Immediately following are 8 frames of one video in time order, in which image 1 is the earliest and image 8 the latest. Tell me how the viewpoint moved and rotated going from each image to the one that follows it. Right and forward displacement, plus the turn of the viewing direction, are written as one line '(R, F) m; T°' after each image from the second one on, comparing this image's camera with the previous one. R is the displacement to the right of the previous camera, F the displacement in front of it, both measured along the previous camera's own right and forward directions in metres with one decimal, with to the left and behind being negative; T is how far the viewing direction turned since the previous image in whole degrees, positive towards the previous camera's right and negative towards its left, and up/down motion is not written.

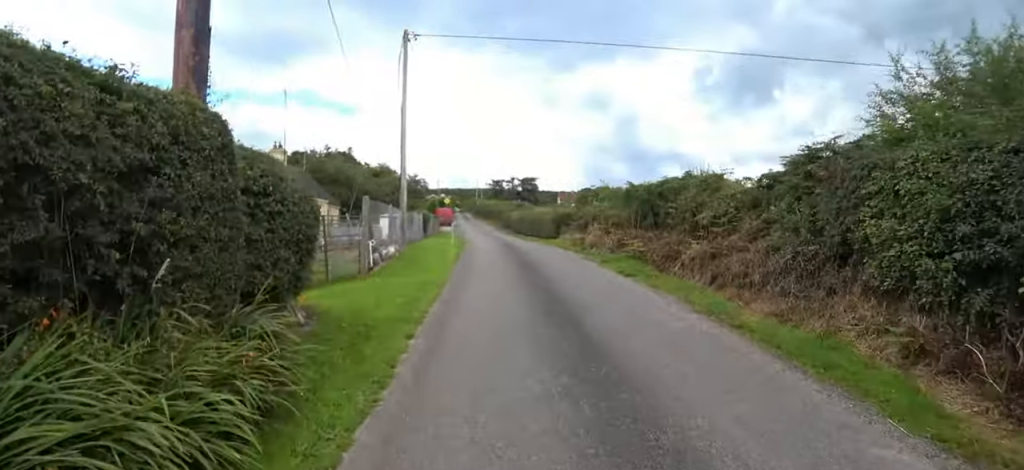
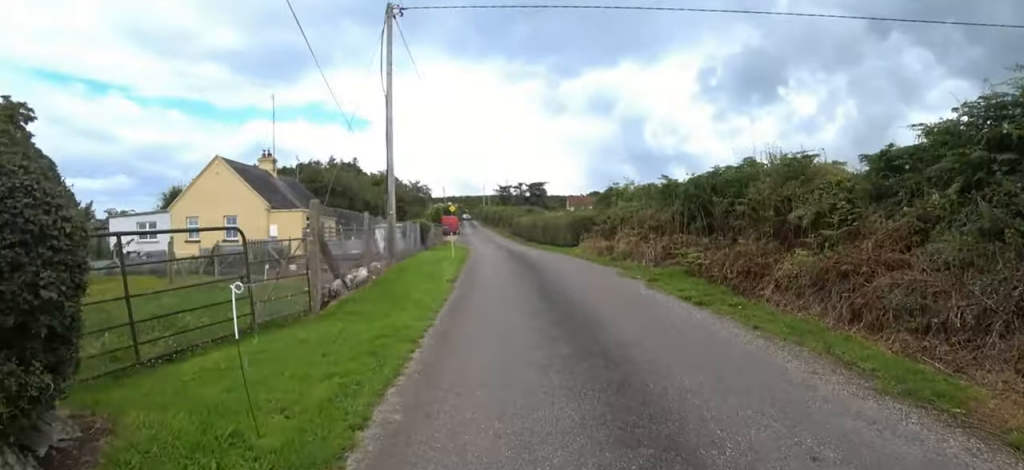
(0.0, +2.8) m; 0°
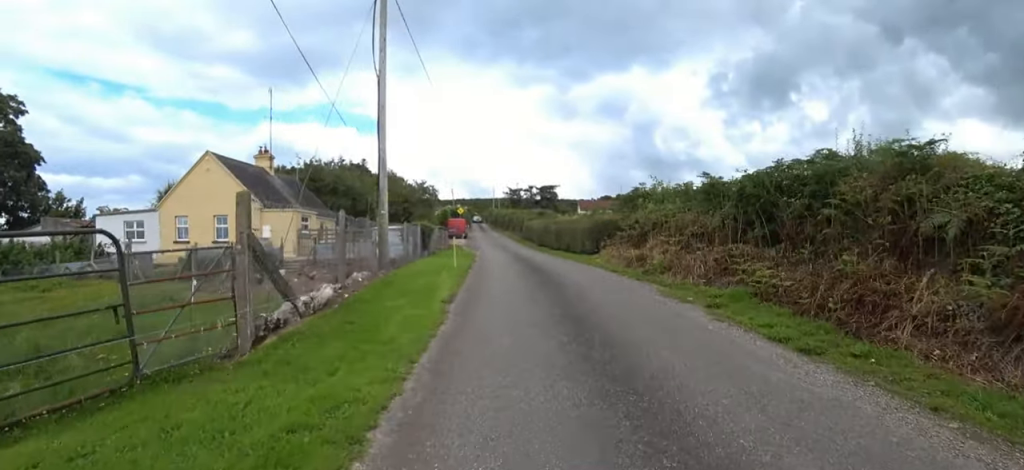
(0.0, +2.1) m; 0°
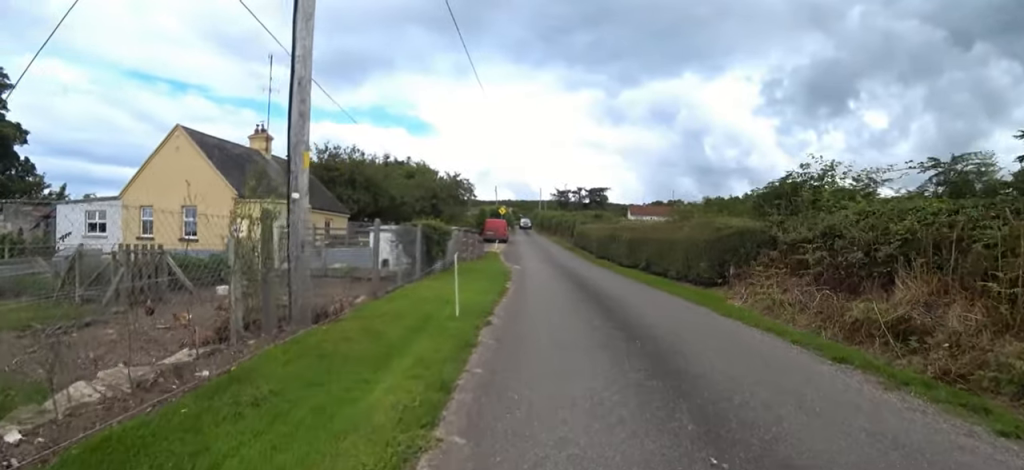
(0.0, +7.1) m; 0°
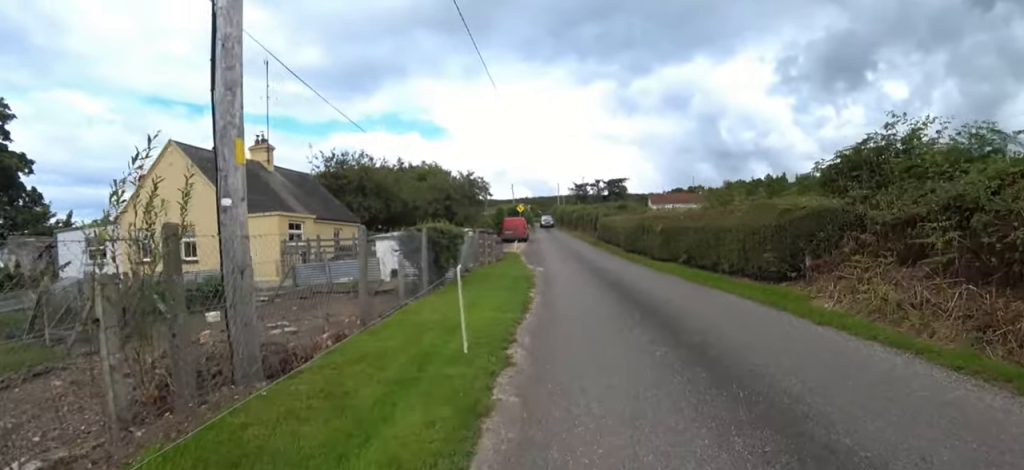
(0.0, +1.7) m; 0°
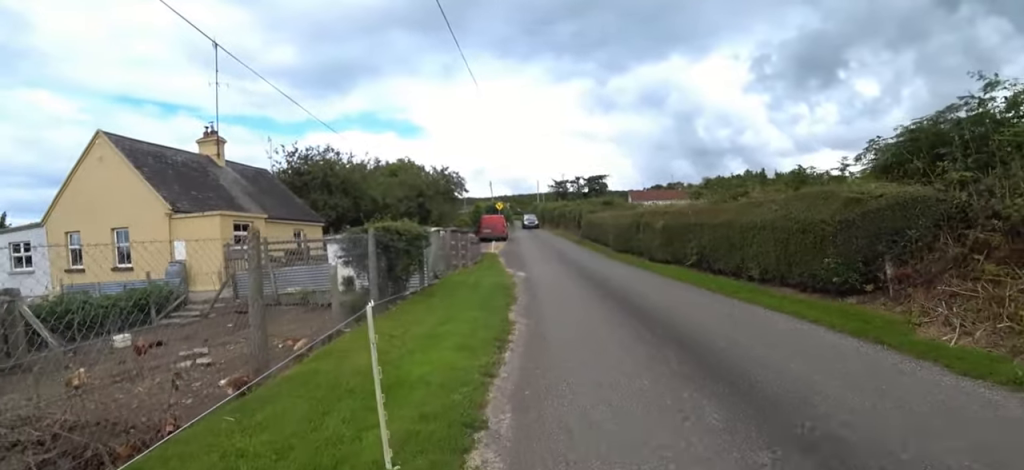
(0.0, +2.2) m; 0°
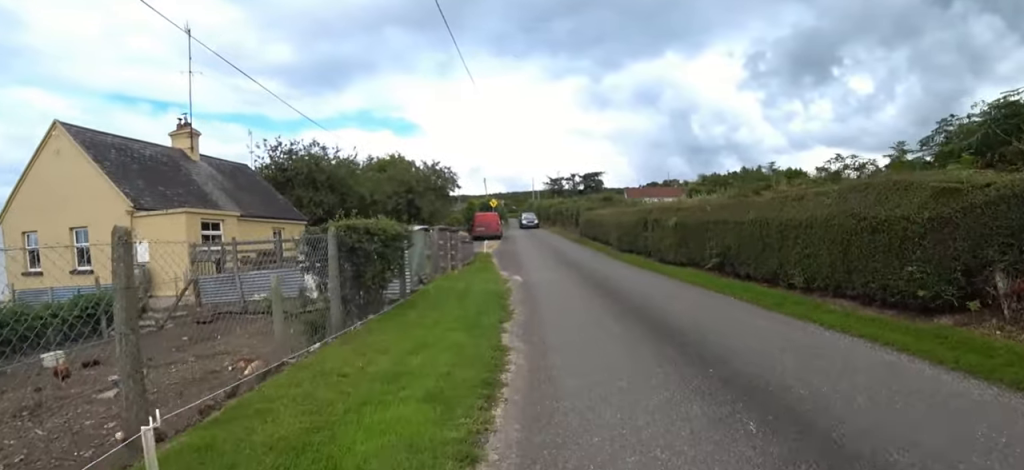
(0.0, +1.4) m; 0°
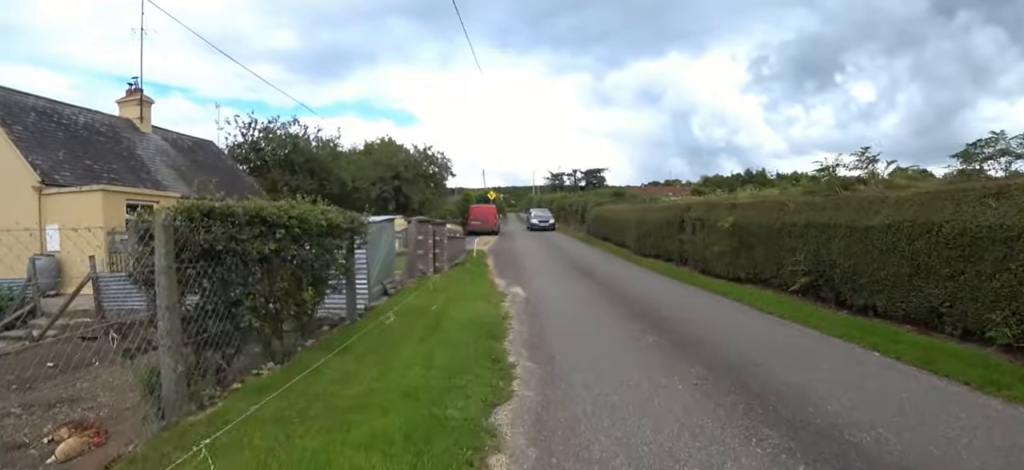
(0.0, +3.0) m; 0°
